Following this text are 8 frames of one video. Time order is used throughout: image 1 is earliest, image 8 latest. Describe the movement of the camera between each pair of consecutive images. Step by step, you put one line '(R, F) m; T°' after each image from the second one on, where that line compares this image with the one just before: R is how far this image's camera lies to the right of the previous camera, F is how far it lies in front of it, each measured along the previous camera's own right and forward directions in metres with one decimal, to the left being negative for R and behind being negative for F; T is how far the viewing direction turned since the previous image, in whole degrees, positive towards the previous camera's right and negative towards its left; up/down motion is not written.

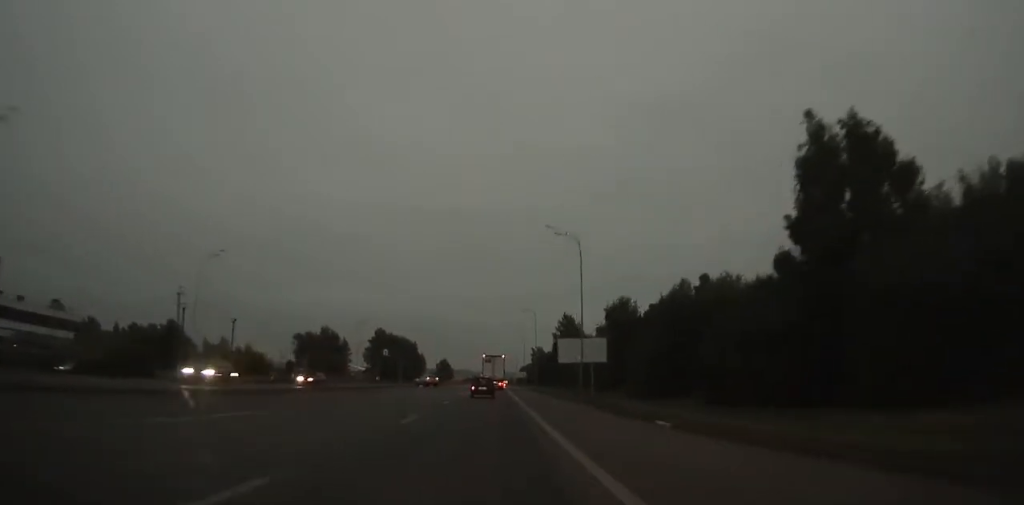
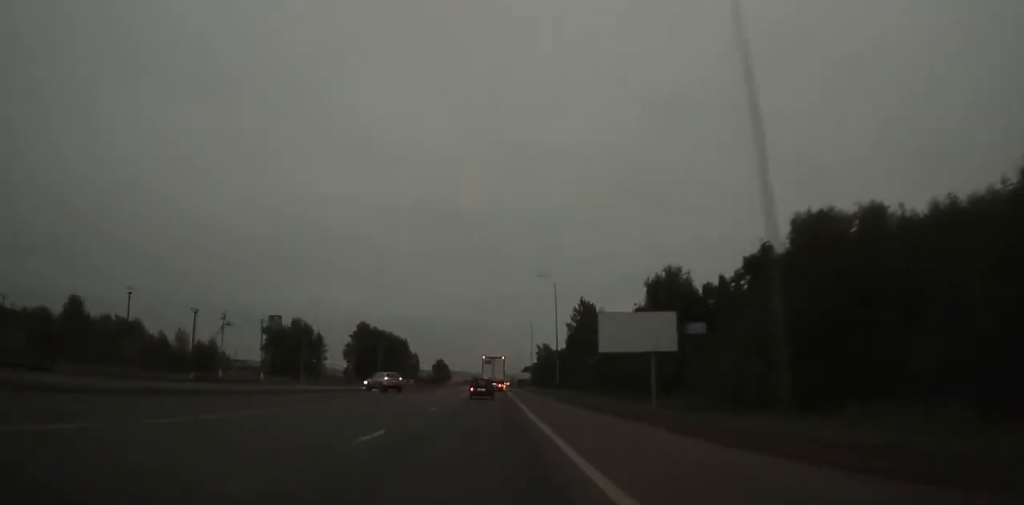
(0.0, +28.7) m; 0°
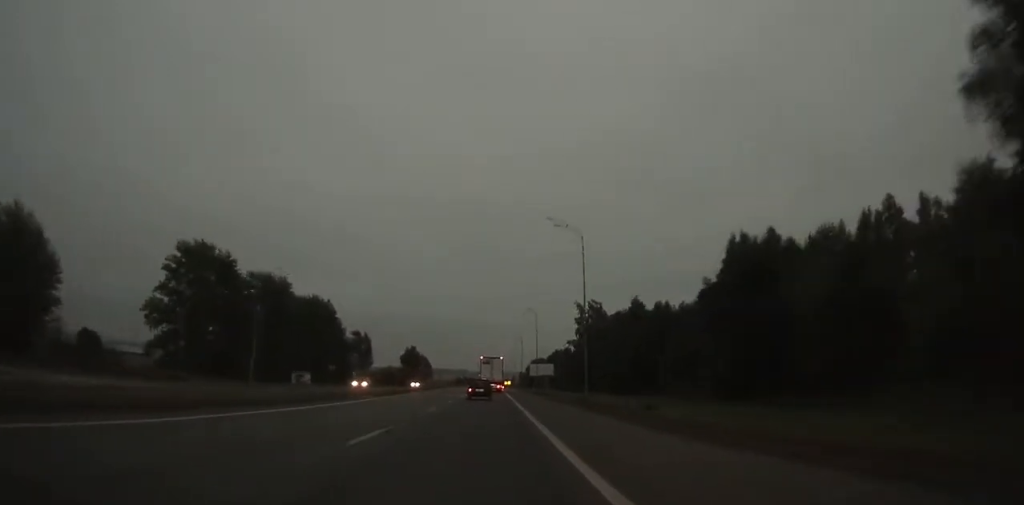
(+0.3, +108.4) m; 0°
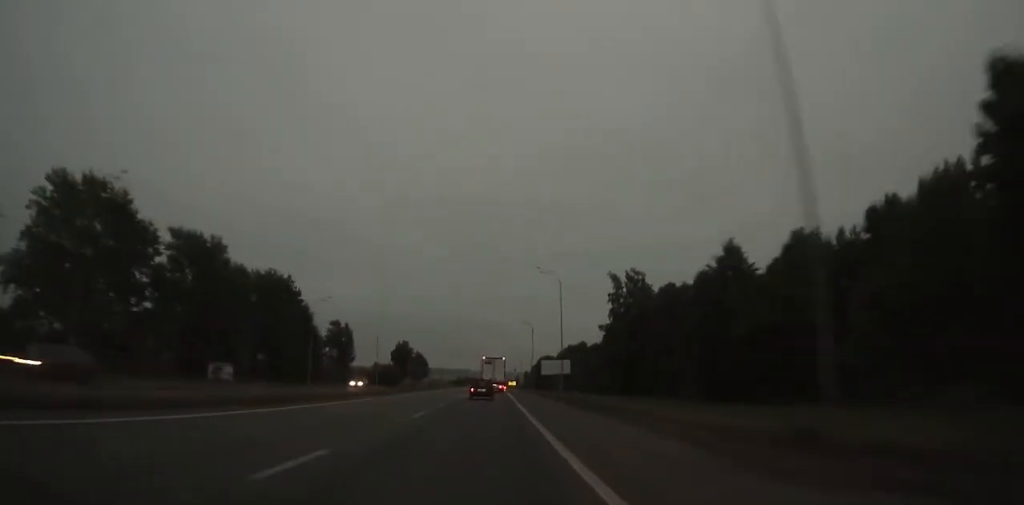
(-0.1, +28.3) m; 0°
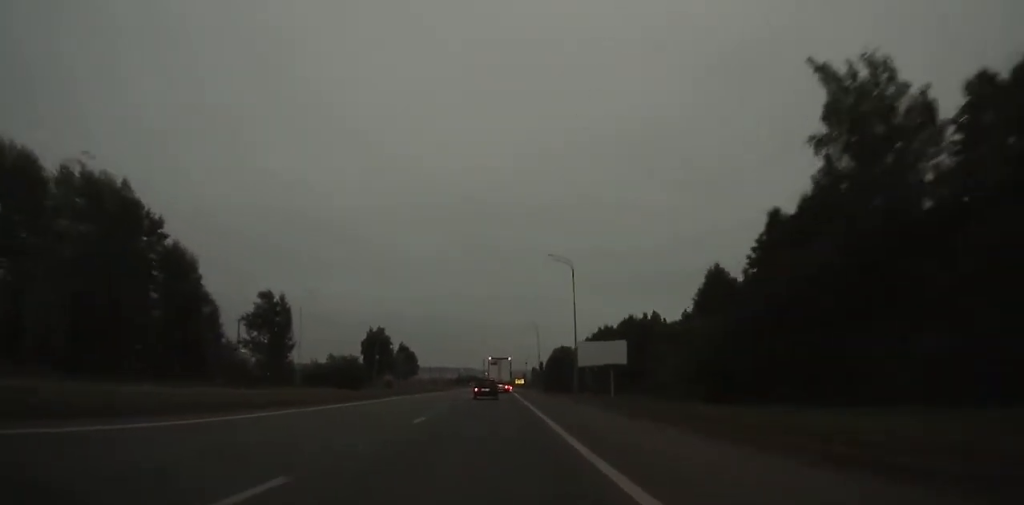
(-0.2, +50.7) m; 0°
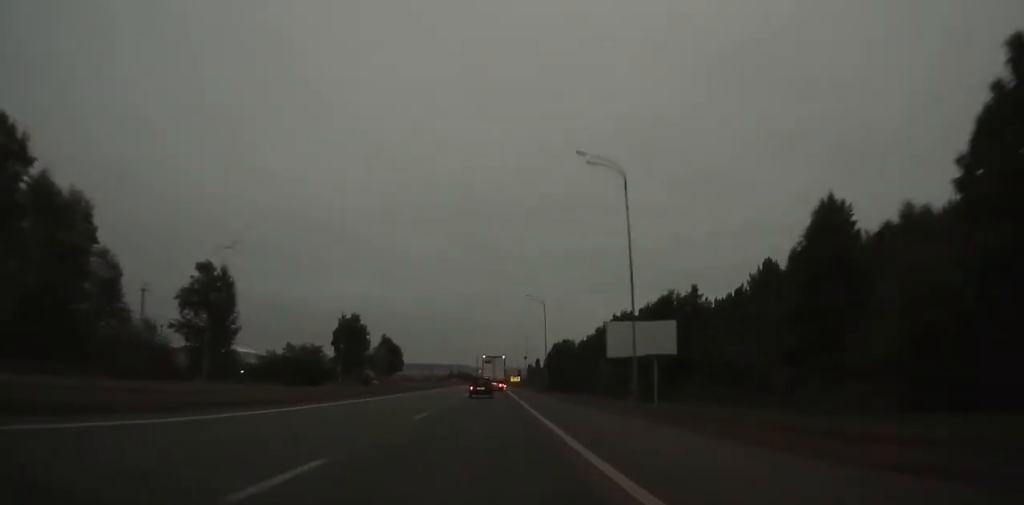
(-0.1, +22.4) m; 0°
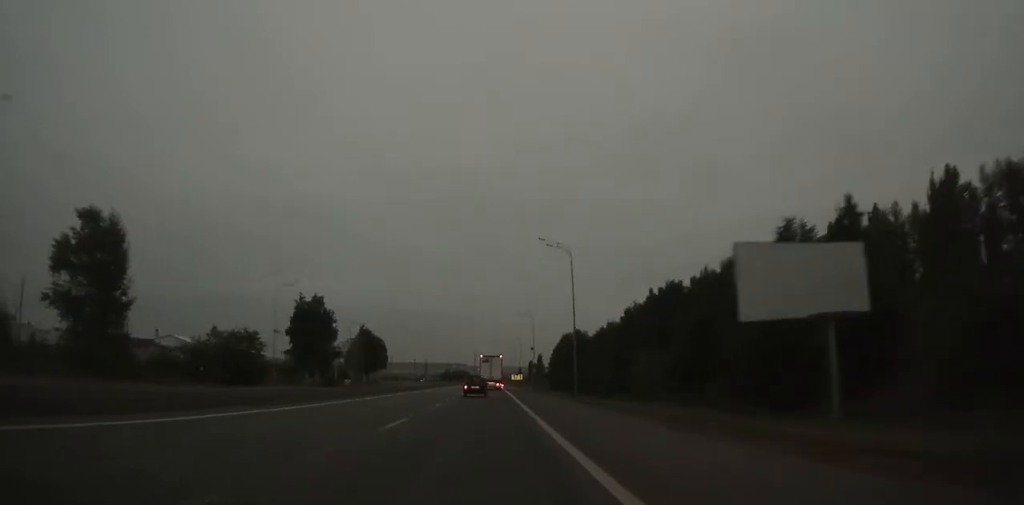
(0.0, +27.7) m; 0°
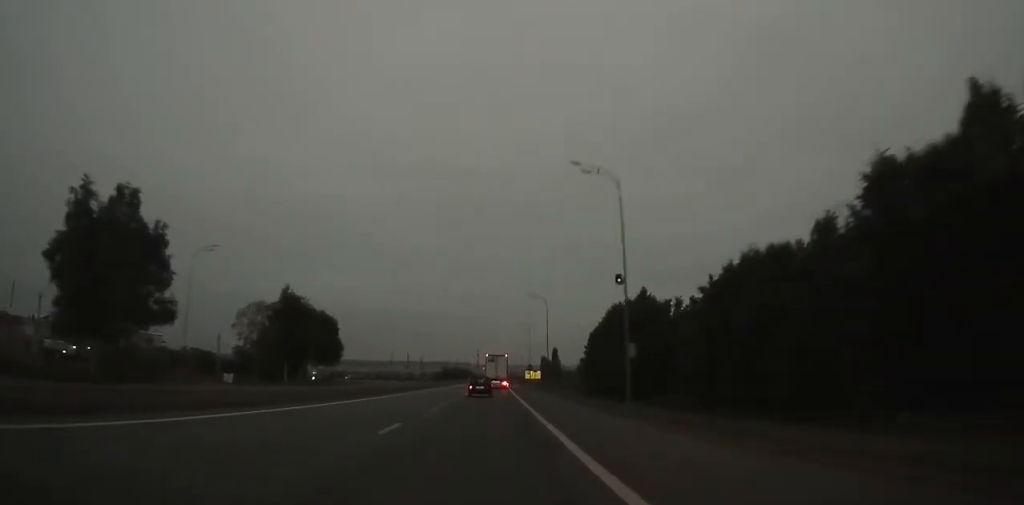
(0.0, +60.1) m; 0°
